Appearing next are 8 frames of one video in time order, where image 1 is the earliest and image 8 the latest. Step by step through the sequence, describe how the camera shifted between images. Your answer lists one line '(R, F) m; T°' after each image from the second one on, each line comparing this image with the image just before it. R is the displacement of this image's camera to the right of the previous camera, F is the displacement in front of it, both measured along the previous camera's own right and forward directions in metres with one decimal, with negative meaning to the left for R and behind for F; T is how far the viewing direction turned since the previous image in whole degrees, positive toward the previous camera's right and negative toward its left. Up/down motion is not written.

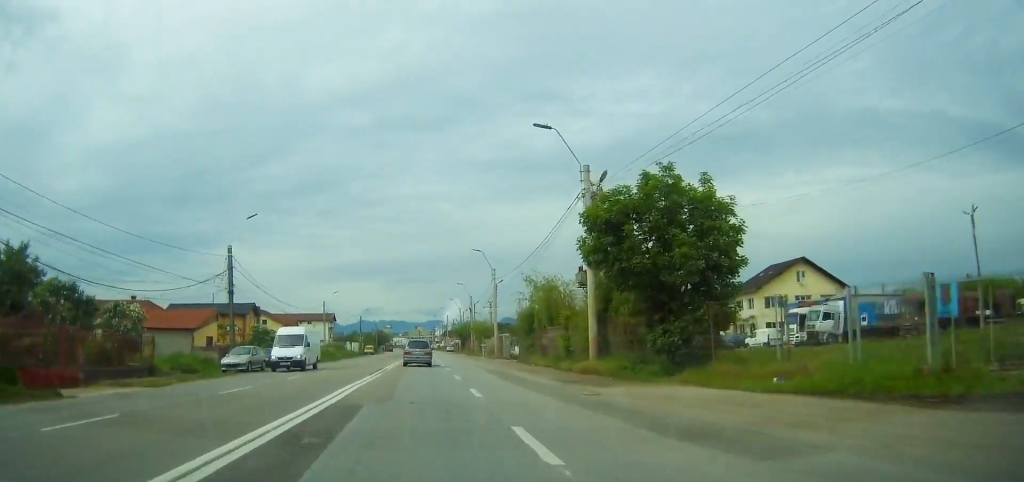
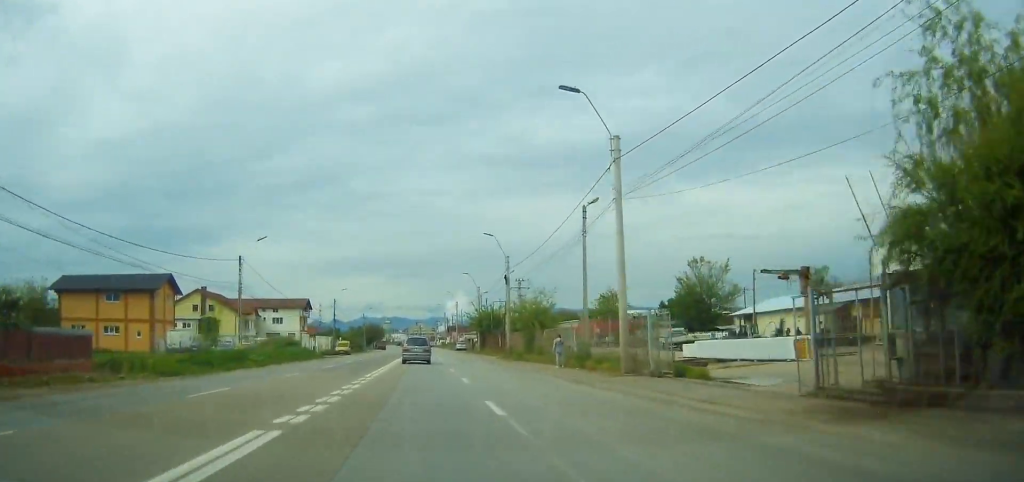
(-0.1, +41.0) m; 0°
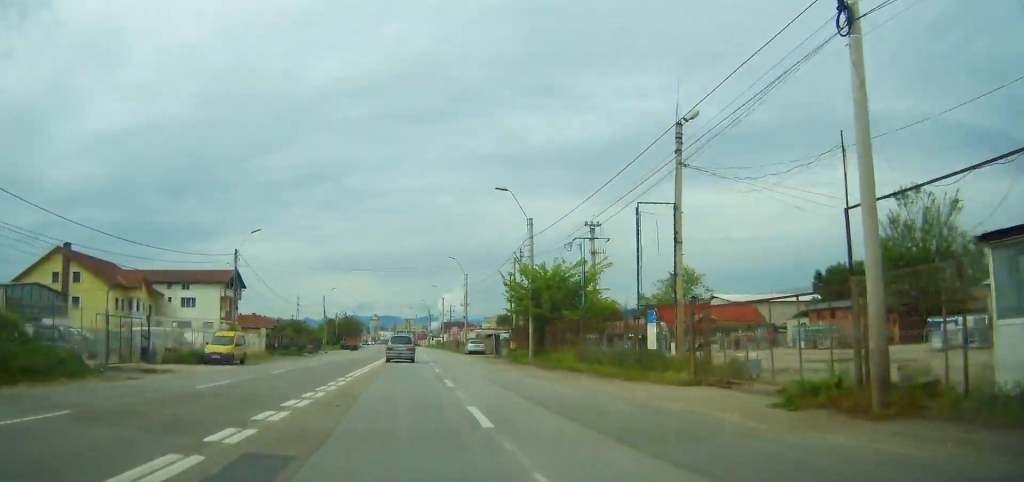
(+0.1, +47.1) m; 0°
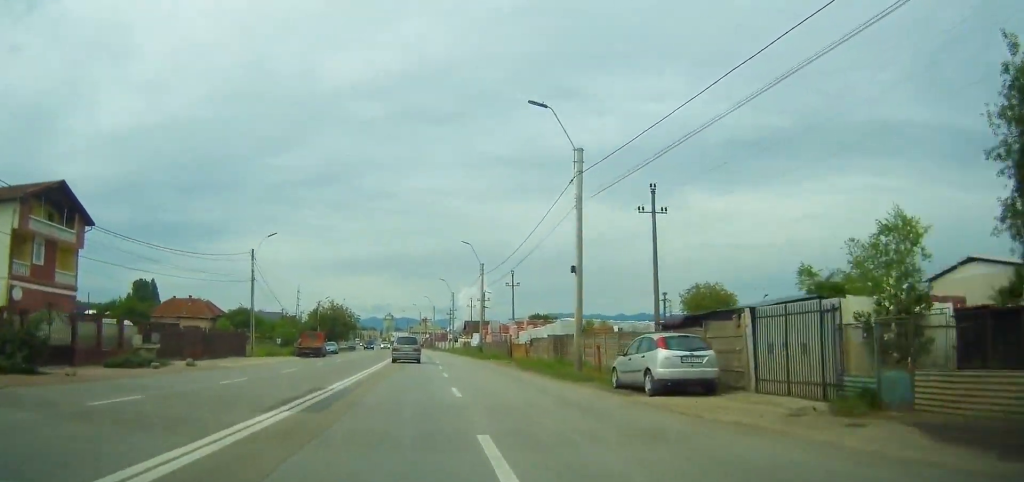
(-0.3, +48.9) m; -1°
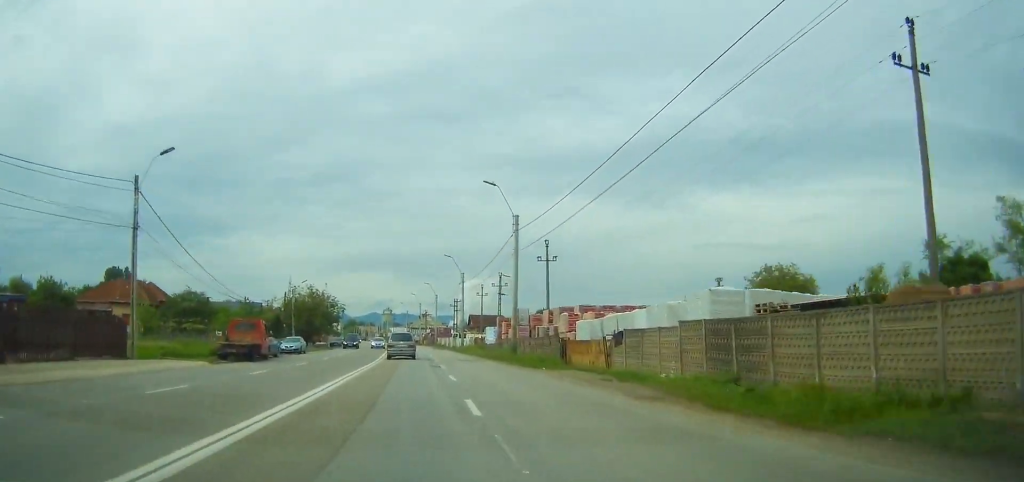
(0.0, +21.9) m; 0°
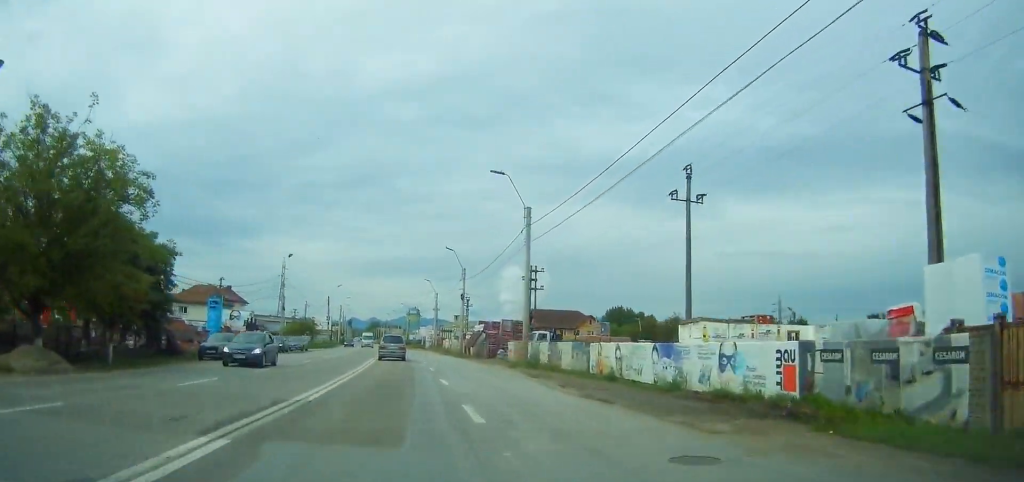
(-1.2, +72.6) m; -3°
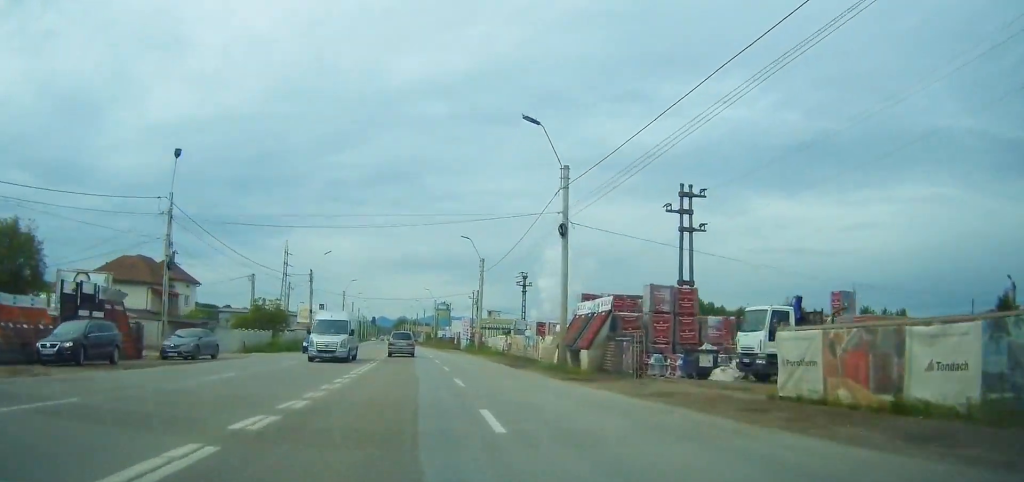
(-0.6, +38.1) m; -2°
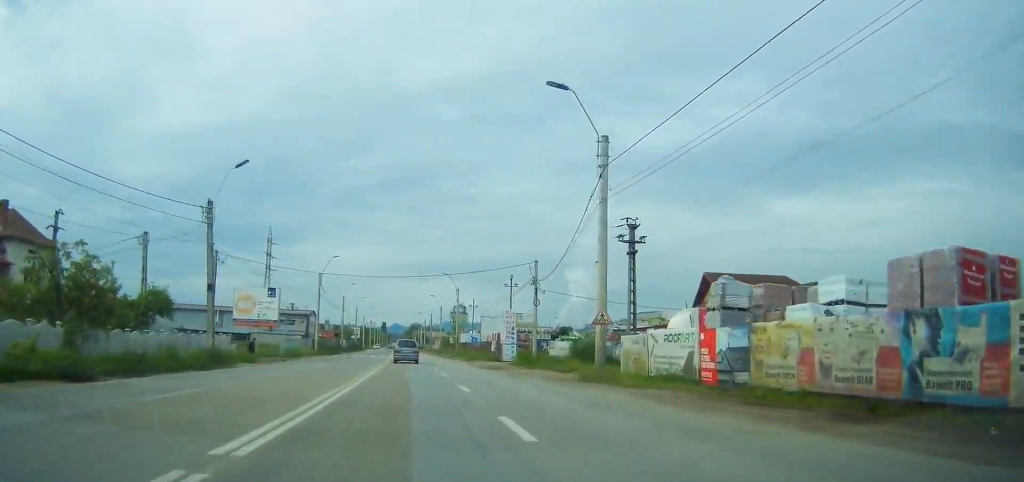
(-0.7, +36.4) m; -1°
